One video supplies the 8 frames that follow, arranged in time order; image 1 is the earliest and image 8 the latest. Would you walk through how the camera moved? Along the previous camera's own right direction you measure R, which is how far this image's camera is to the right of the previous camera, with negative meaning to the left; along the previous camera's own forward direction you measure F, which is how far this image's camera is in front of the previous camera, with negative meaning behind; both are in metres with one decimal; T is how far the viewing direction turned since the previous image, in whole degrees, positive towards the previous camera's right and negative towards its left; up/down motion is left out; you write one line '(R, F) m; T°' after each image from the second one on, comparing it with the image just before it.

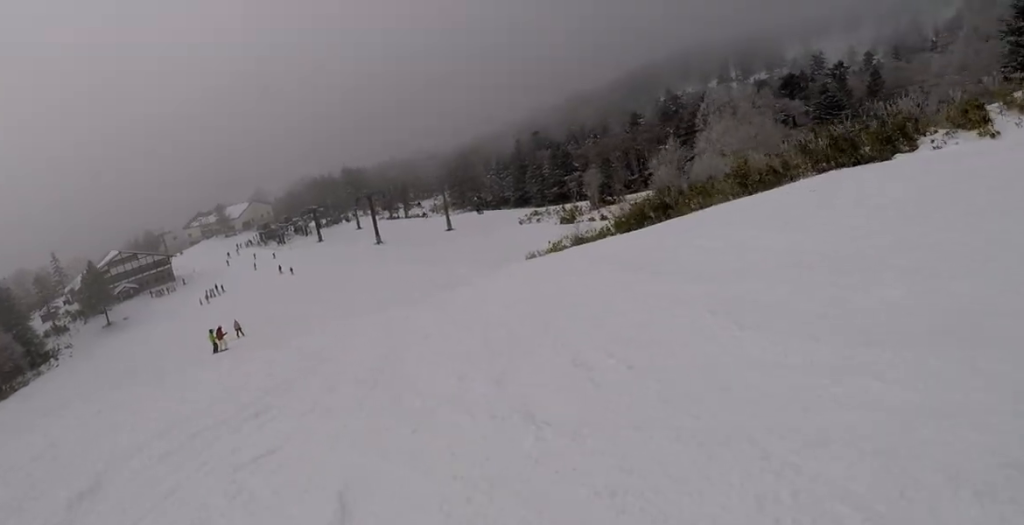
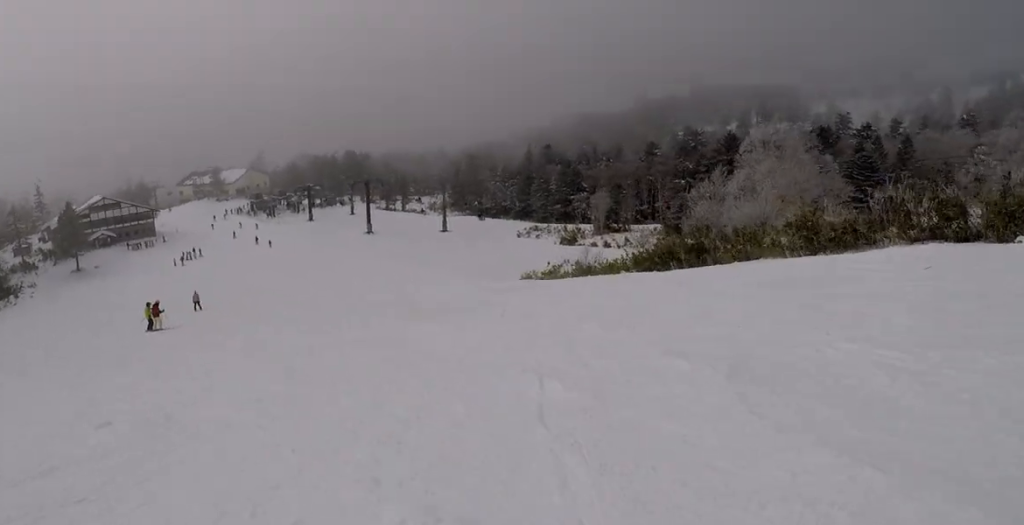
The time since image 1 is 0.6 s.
(+0.3, +5.4) m; +5°
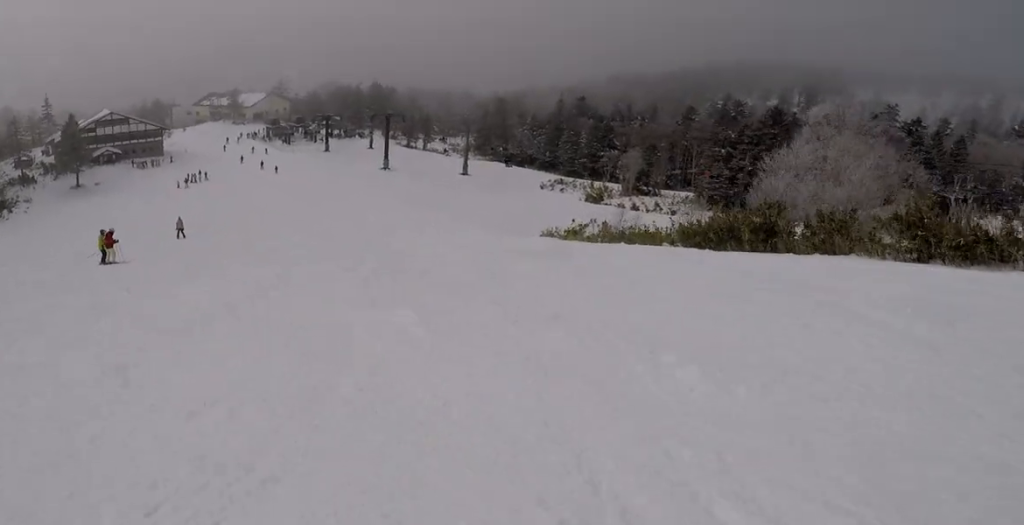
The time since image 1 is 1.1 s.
(+0.8, +5.1) m; 0°
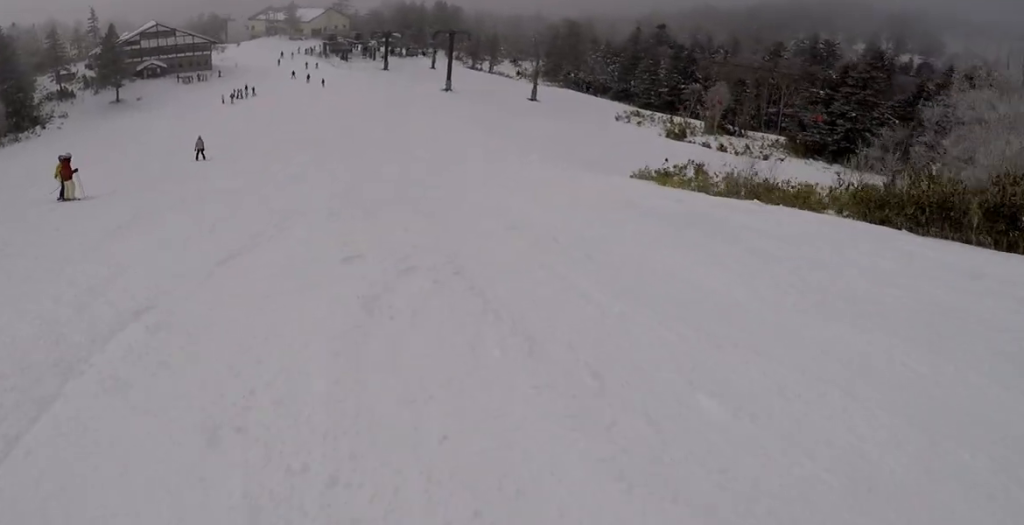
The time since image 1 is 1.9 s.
(-0.4, +7.5) m; -8°
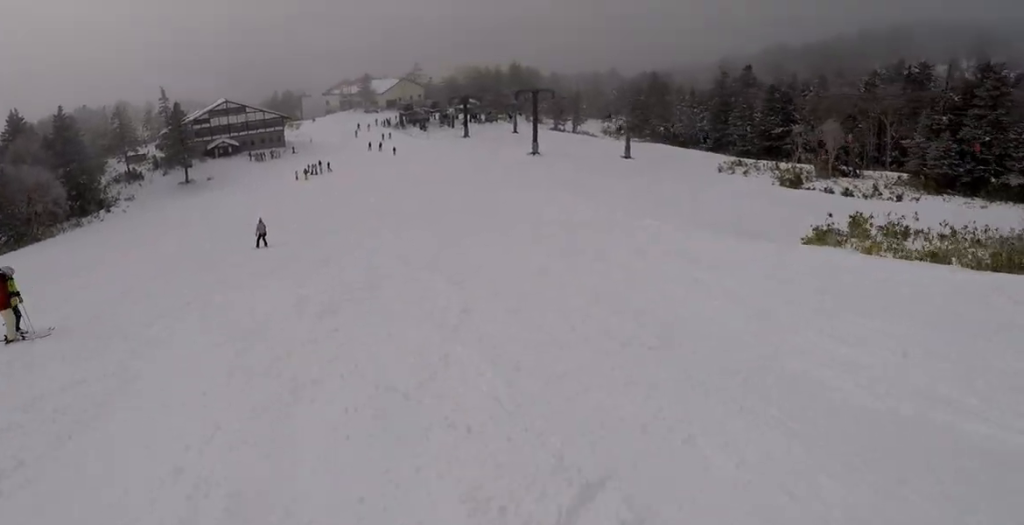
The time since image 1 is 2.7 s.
(-1.0, +8.9) m; -7°
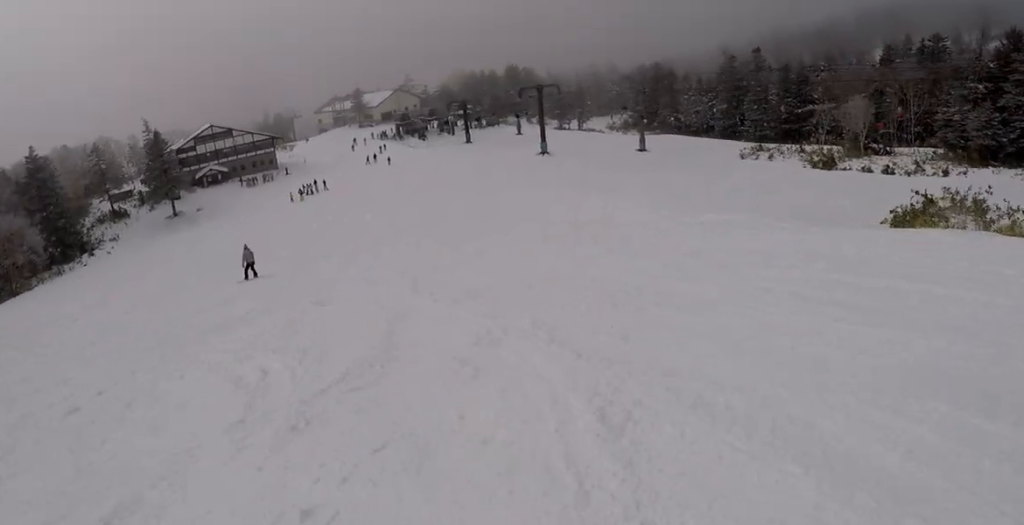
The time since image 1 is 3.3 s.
(-0.6, +6.1) m; 0°
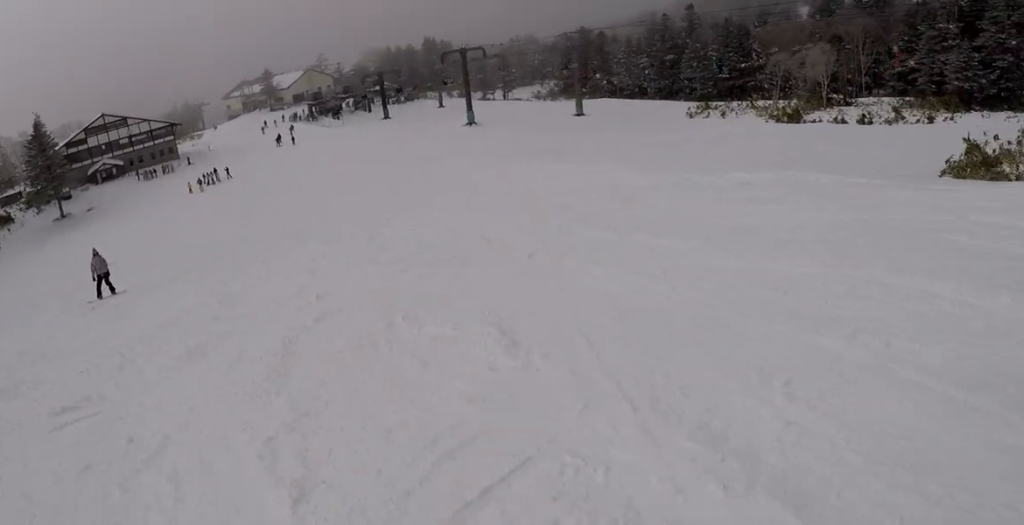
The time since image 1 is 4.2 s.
(+0.8, +9.6) m; +8°
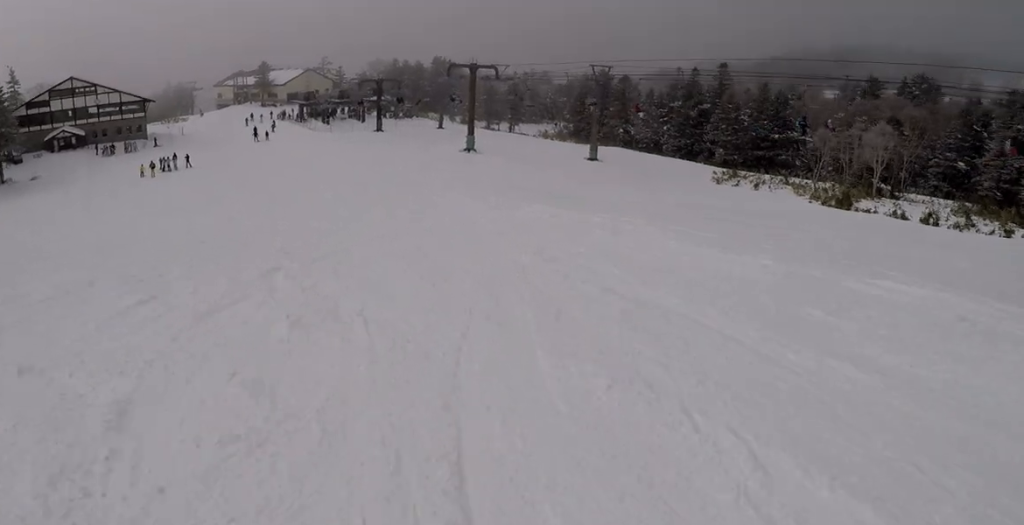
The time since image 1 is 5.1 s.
(+0.7, +10.0) m; -2°
